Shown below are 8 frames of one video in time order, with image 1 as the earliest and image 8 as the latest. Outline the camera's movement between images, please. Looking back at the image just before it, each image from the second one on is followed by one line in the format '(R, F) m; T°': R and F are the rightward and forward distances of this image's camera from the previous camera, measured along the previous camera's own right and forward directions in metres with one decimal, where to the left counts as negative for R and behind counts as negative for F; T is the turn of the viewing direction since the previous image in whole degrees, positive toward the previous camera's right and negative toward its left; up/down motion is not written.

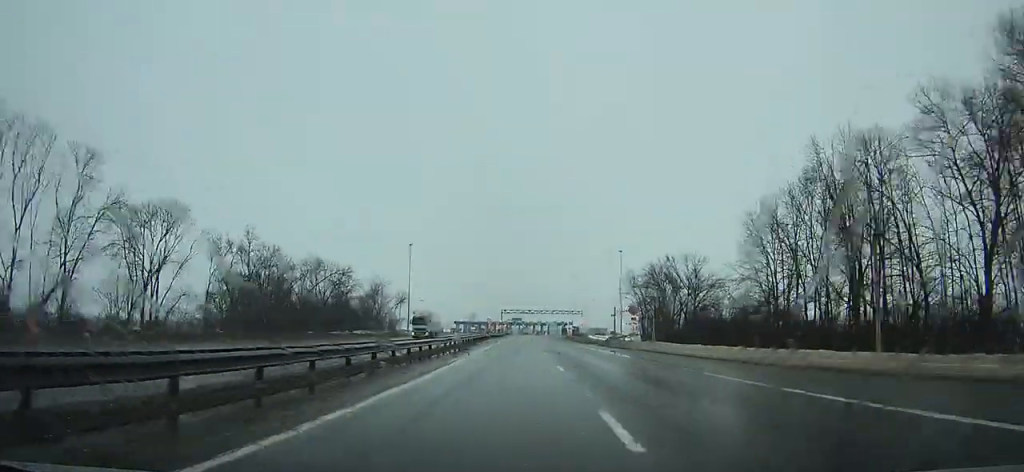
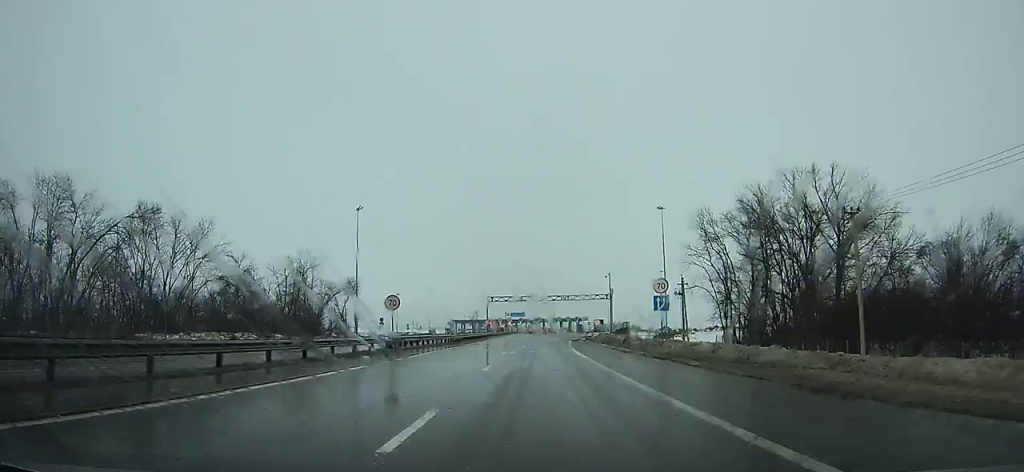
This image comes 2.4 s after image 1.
(-0.6, +57.5) m; 0°
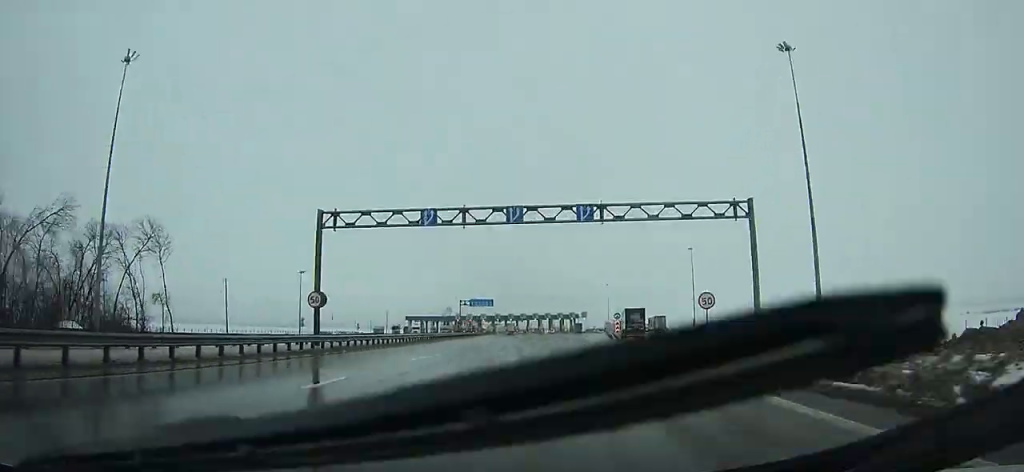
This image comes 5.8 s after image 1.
(+0.1, +75.4) m; +1°
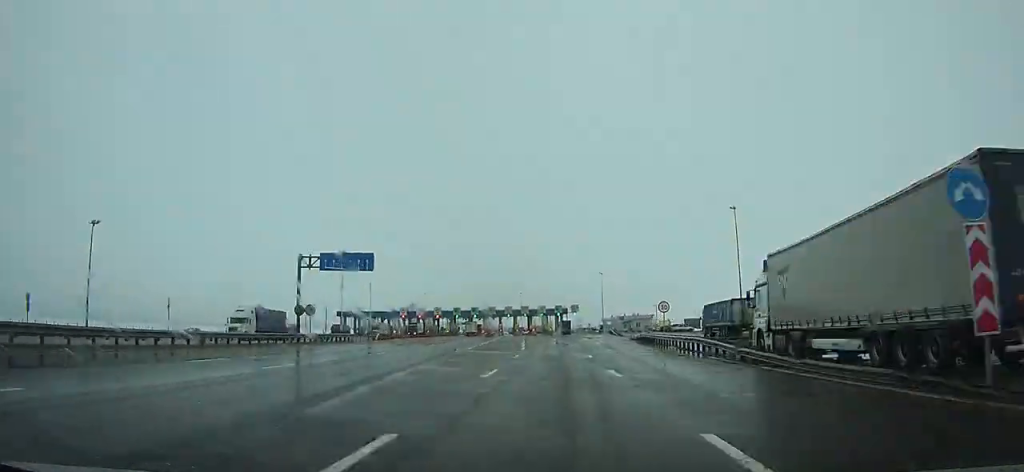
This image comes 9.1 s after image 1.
(+0.9, +64.8) m; +1°
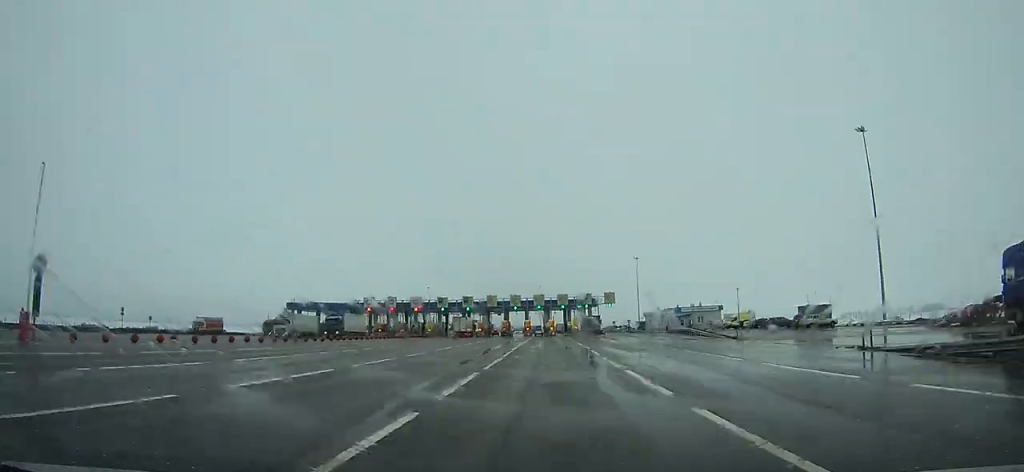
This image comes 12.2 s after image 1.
(-0.4, +52.3) m; -1°
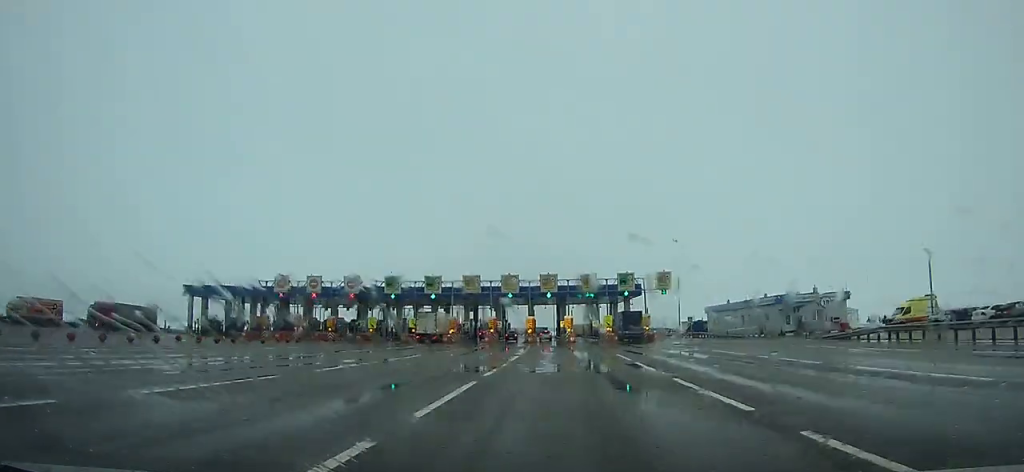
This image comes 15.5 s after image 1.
(-0.7, +46.3) m; -1°
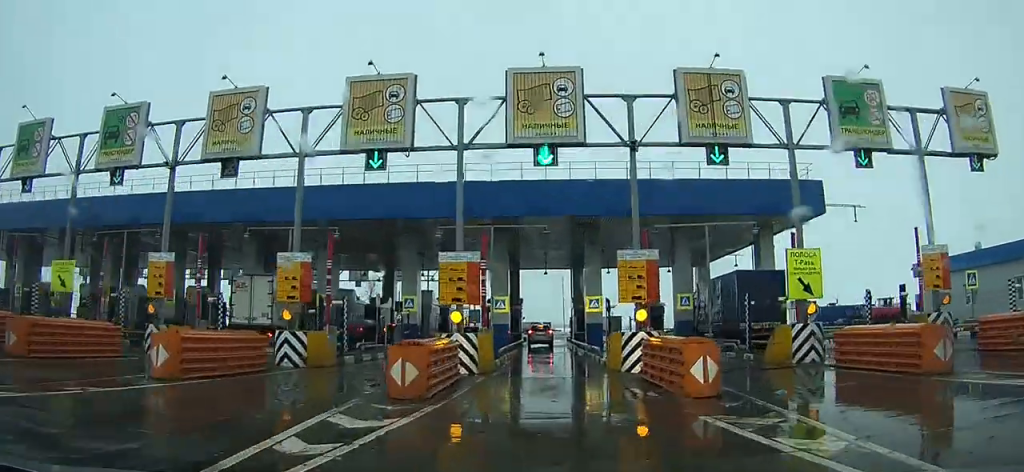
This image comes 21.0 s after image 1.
(-0.4, +52.3) m; -1°
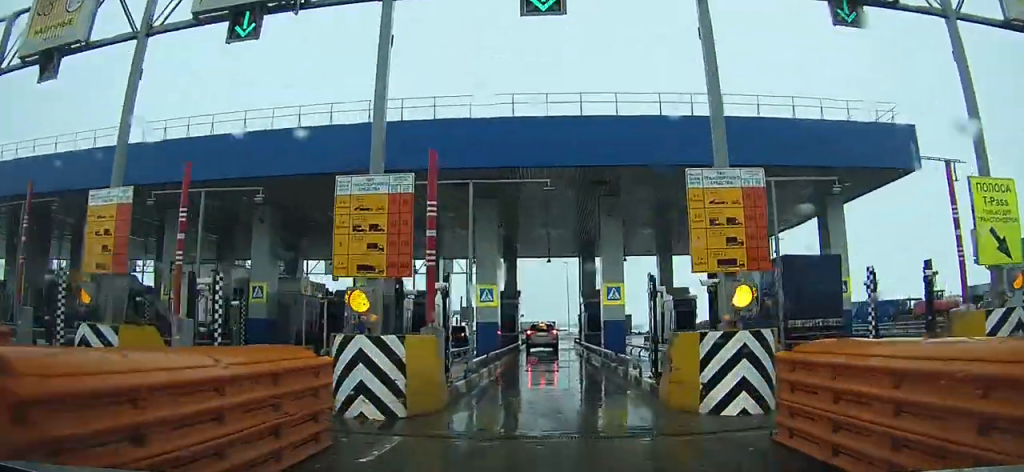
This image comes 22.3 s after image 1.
(0.0, +8.5) m; 0°
